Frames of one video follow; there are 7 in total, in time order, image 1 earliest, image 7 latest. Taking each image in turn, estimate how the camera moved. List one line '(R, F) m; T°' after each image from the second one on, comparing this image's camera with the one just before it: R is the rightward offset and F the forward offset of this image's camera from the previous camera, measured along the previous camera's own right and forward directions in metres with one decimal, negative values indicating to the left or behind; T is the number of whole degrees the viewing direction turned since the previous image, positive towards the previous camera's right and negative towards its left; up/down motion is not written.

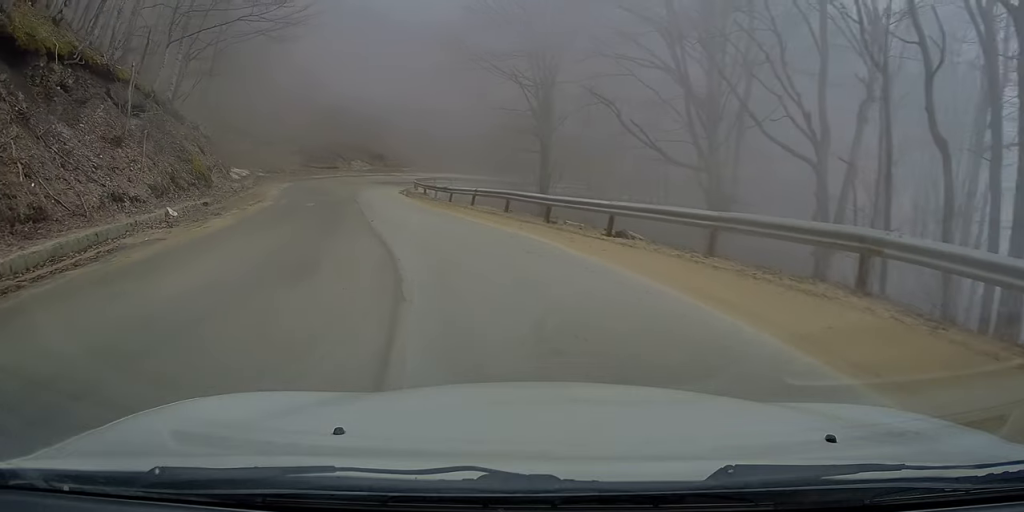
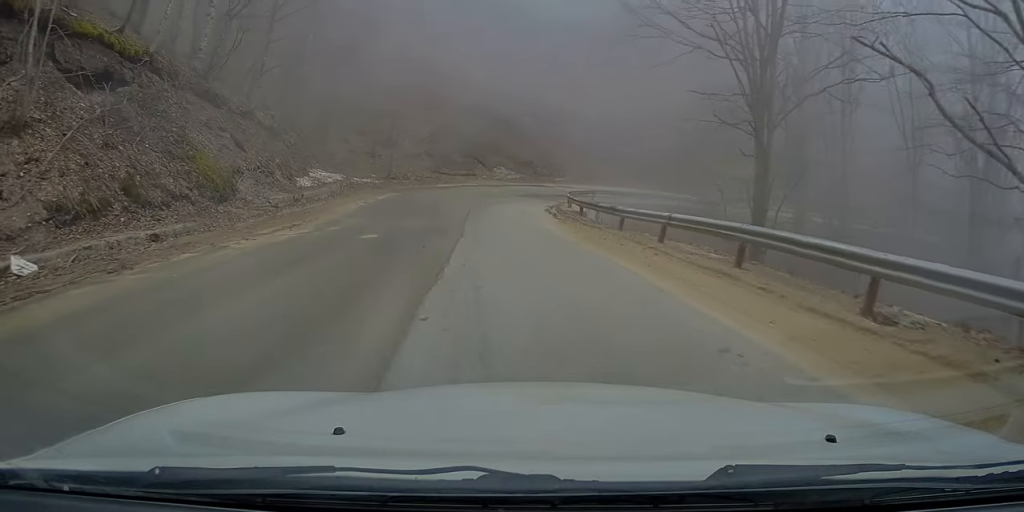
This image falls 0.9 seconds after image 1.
(-0.4, +9.8) m; -5°
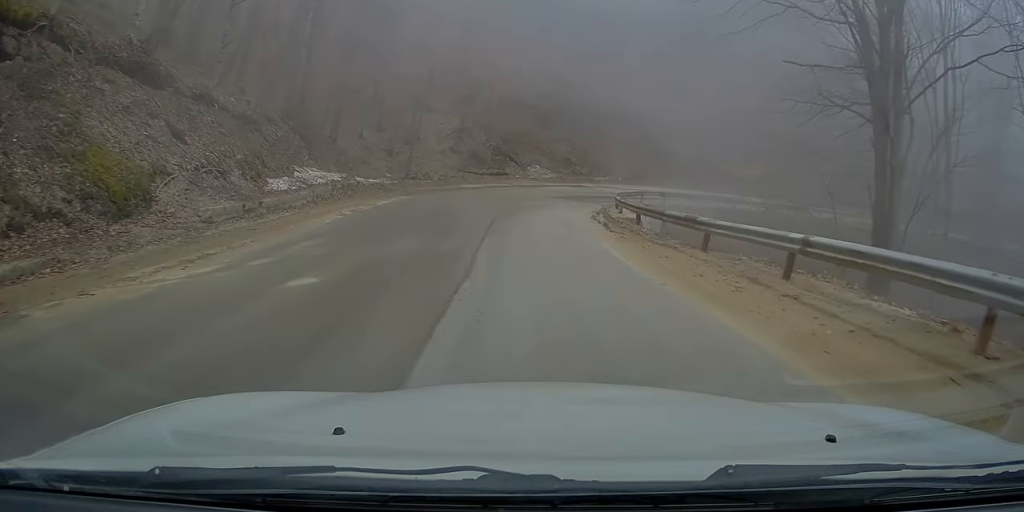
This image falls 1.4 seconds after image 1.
(-0.1, +5.0) m; -3°
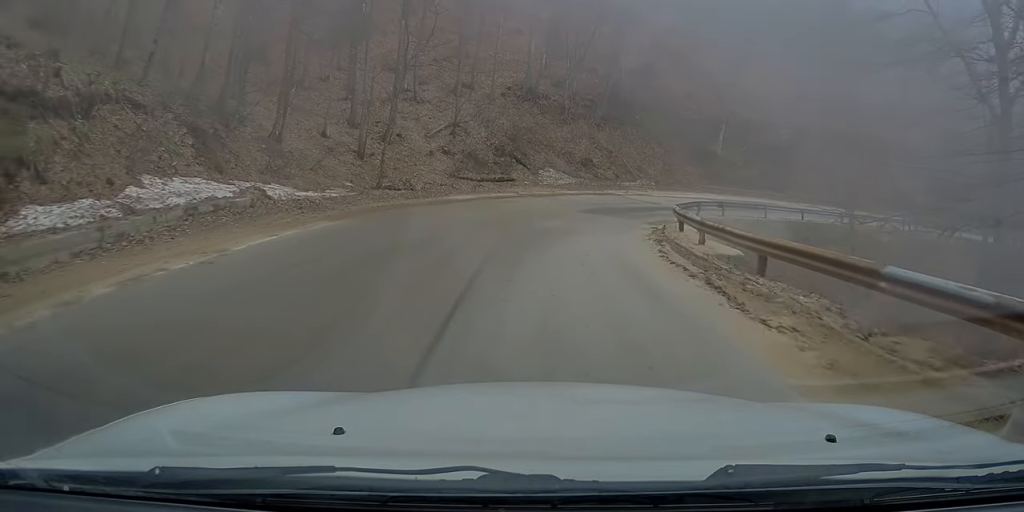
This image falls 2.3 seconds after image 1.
(-0.5, +8.8) m; -12°
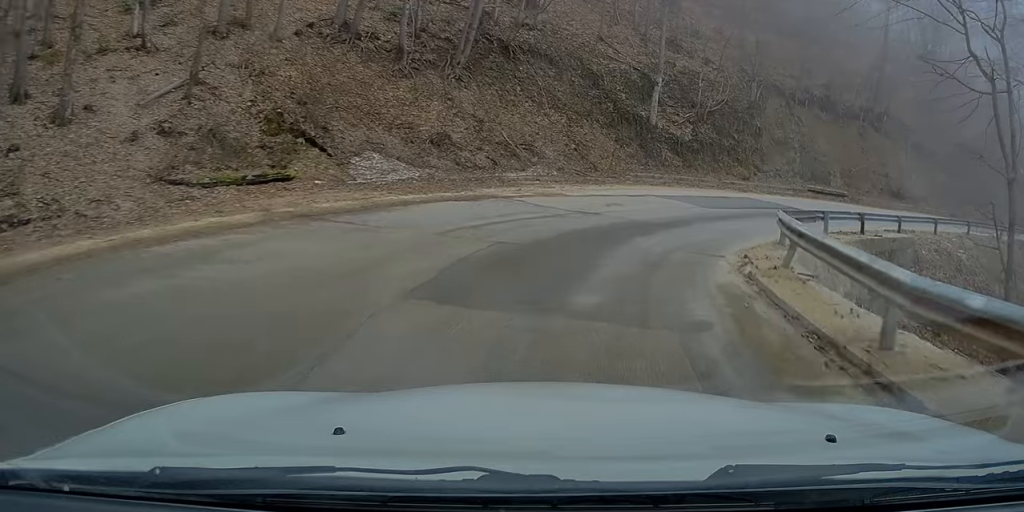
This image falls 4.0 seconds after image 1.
(-2.5, +17.0) m; -3°
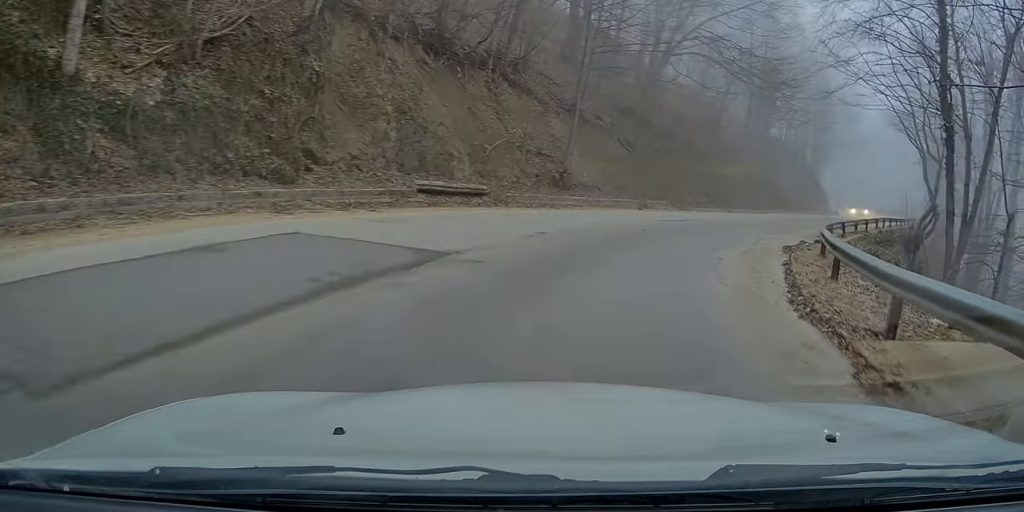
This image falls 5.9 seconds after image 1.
(+3.0, +17.9) m; +20°
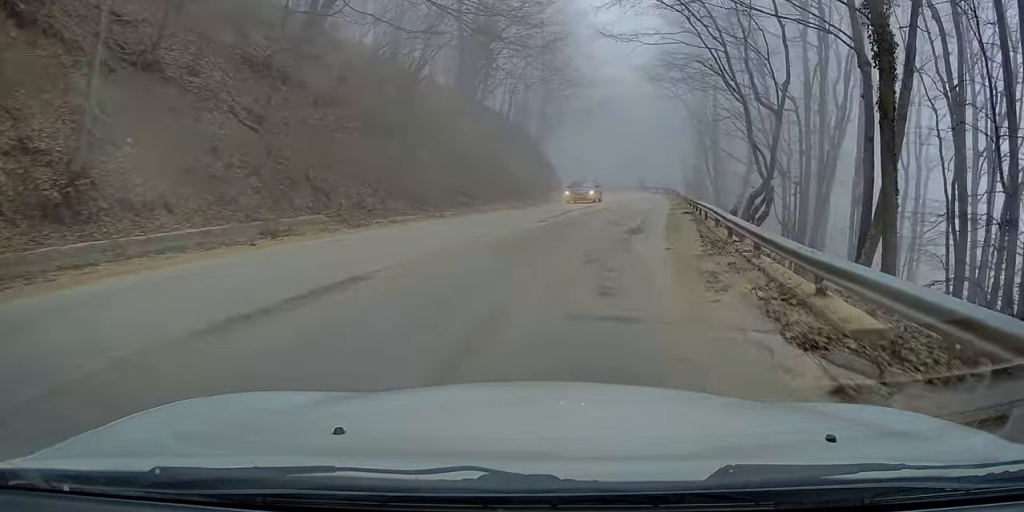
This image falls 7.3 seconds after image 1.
(+3.0, +13.6) m; +25°
